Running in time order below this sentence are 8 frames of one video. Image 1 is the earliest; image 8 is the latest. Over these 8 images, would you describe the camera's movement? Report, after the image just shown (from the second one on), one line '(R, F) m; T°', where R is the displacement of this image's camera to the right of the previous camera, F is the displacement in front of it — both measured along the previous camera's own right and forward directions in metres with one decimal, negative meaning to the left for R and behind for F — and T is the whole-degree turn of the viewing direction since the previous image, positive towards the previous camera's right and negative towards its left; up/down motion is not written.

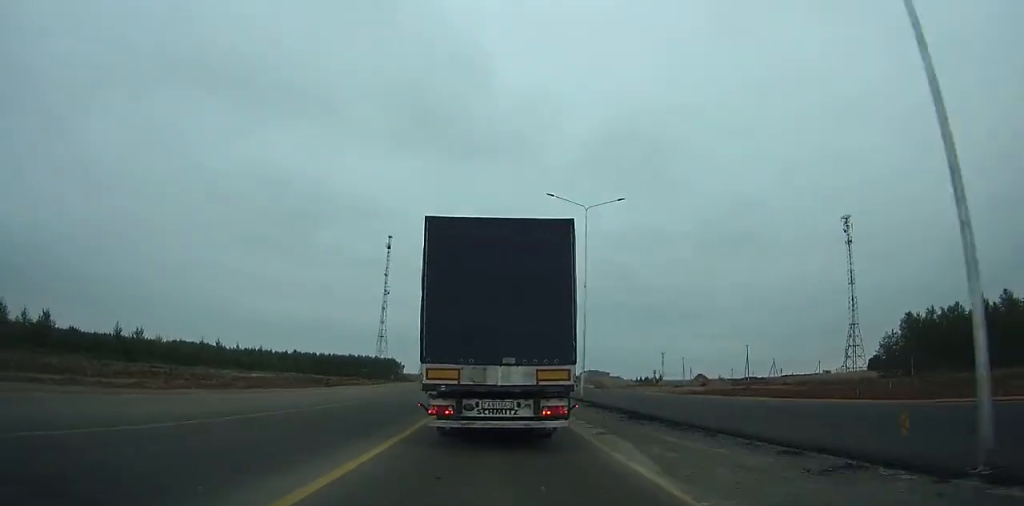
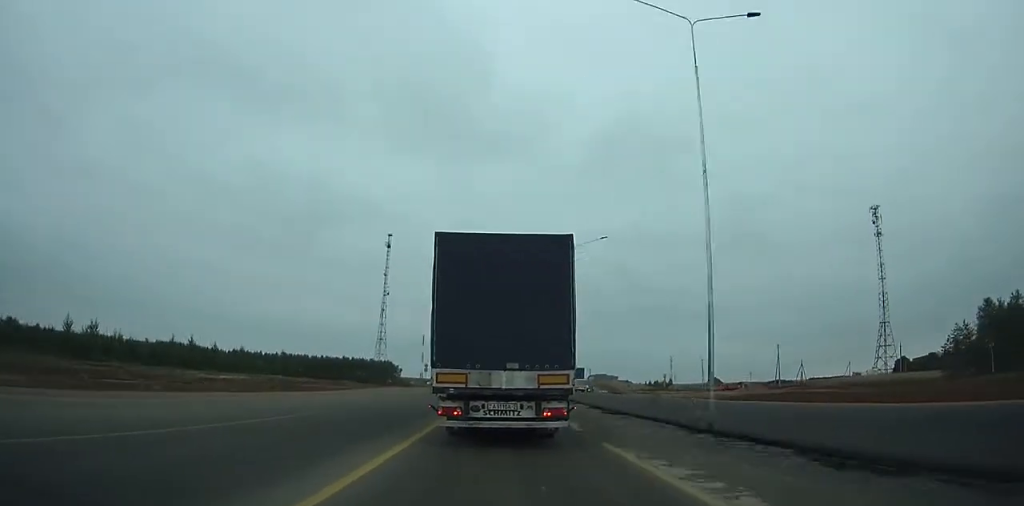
(-0.1, +21.8) m; 0°
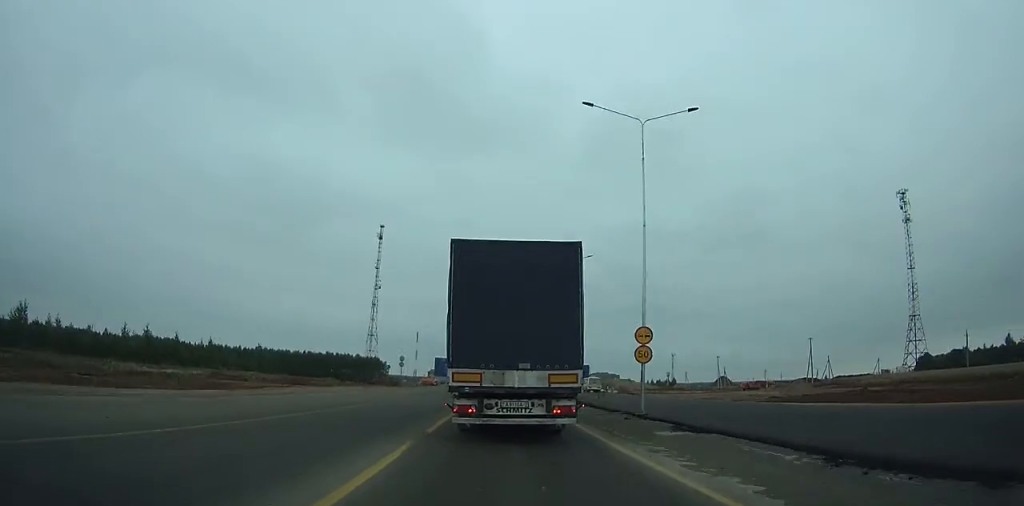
(-0.1, +23.3) m; 0°
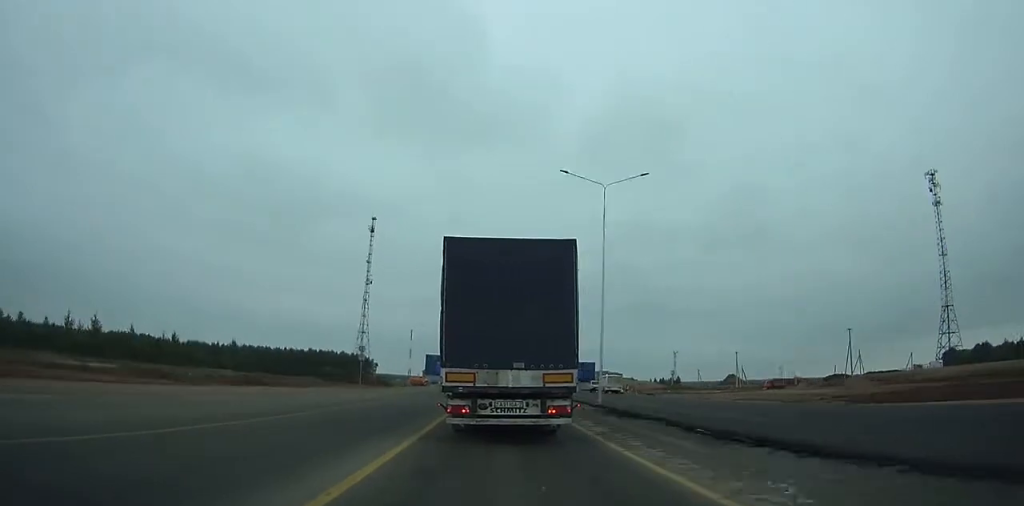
(-0.2, +21.4) m; 0°
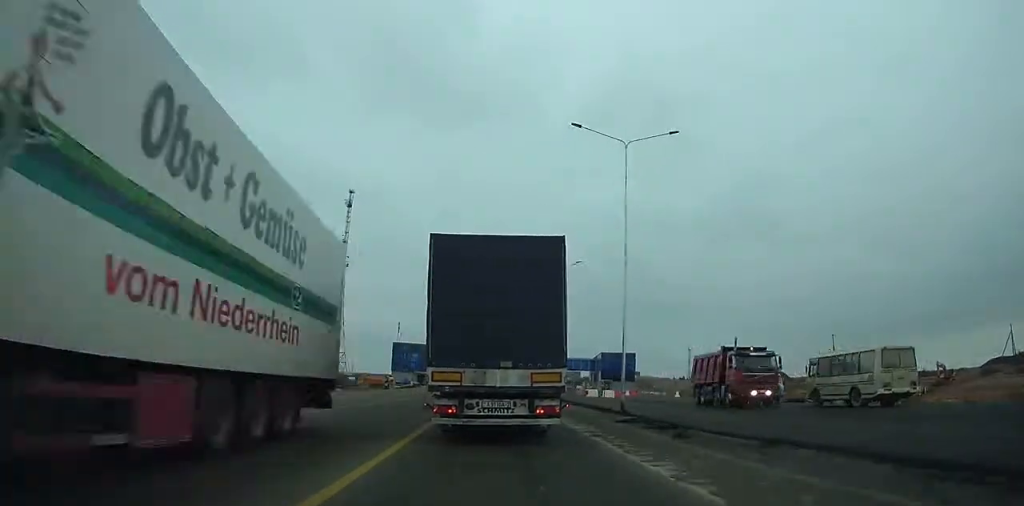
(+1.3, +64.3) m; +3°
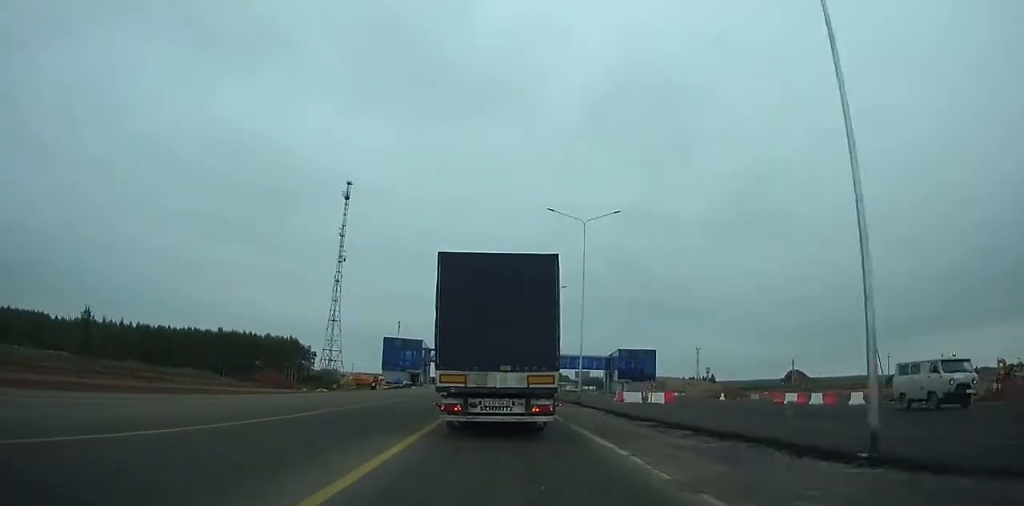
(+0.7, +17.6) m; -2°
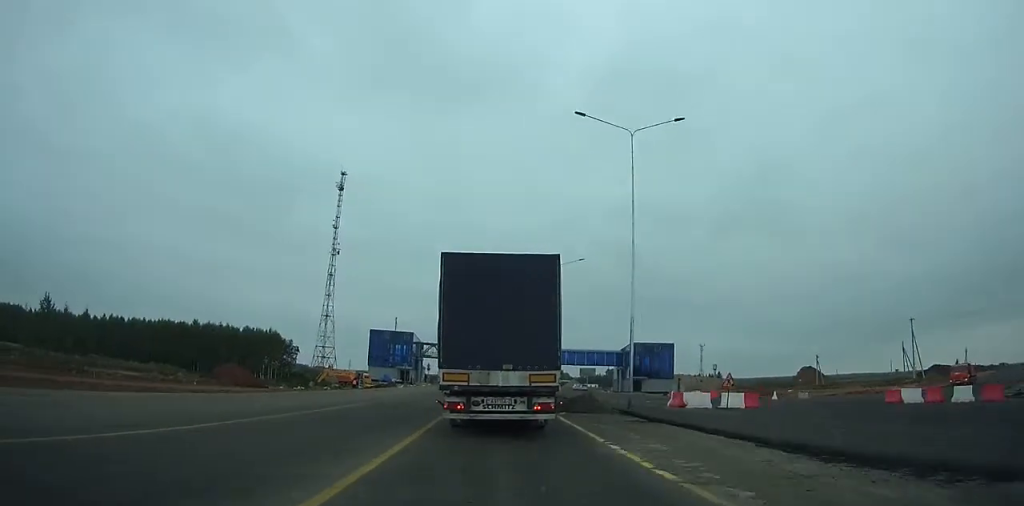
(-0.3, +14.6) m; -1°
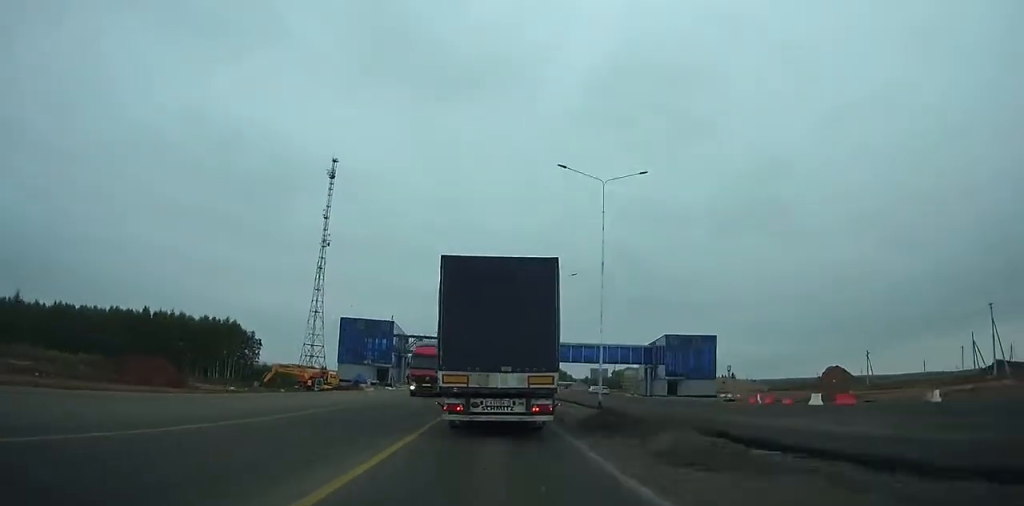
(-1.2, +23.5) m; -1°
